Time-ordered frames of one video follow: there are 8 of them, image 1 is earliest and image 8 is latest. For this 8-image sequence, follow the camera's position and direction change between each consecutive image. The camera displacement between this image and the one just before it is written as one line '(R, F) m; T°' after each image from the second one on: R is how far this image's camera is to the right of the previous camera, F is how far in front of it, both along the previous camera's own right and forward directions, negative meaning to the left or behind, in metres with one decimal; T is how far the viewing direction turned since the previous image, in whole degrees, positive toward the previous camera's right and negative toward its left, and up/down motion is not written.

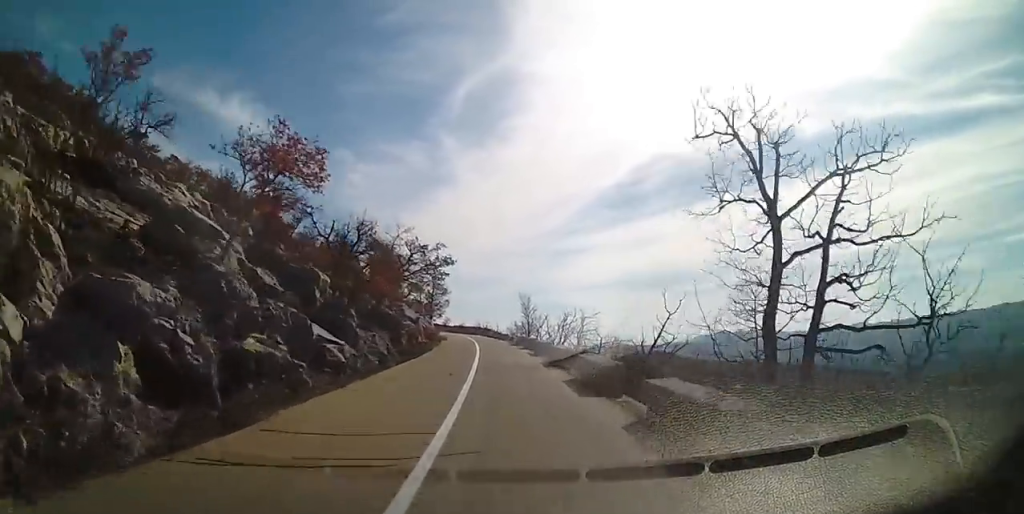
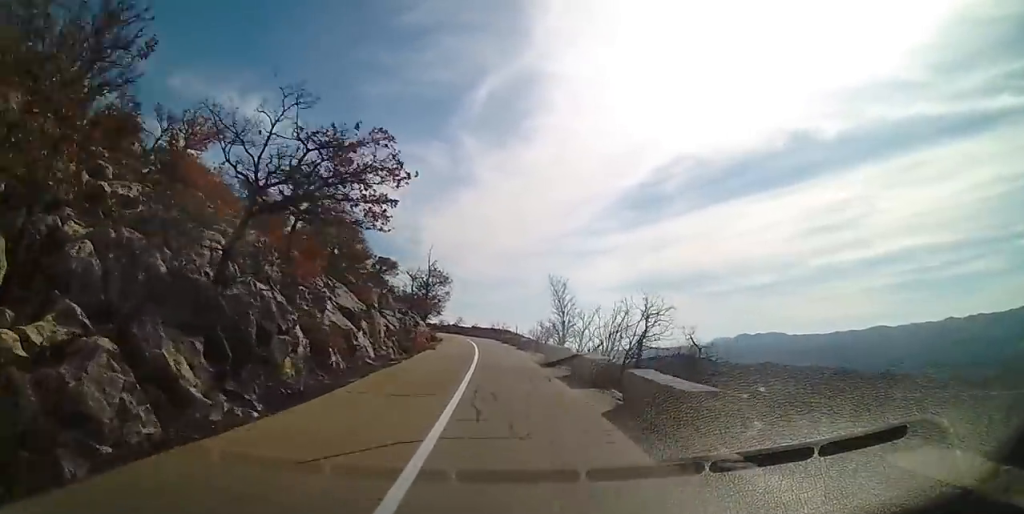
(-0.4, +17.4) m; -2°
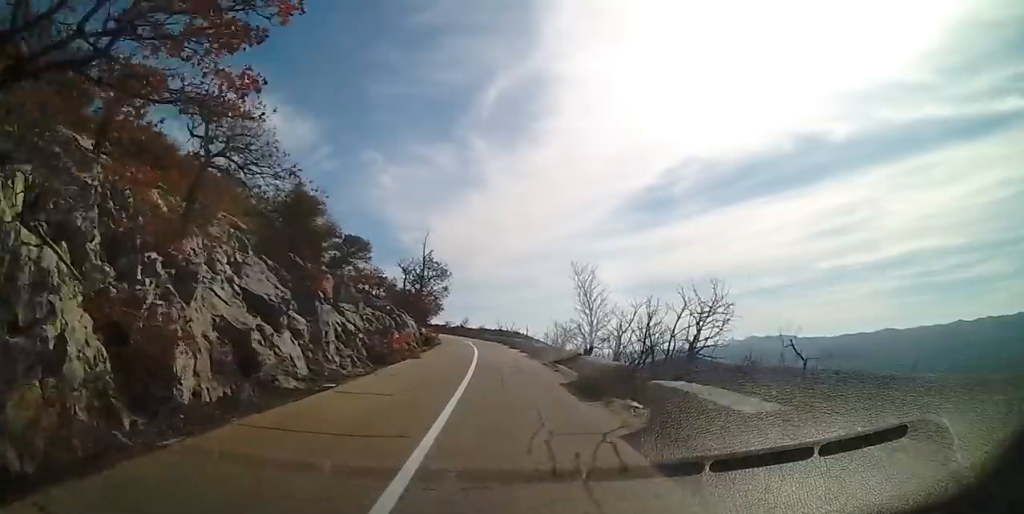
(+0.2, +7.6) m; -1°
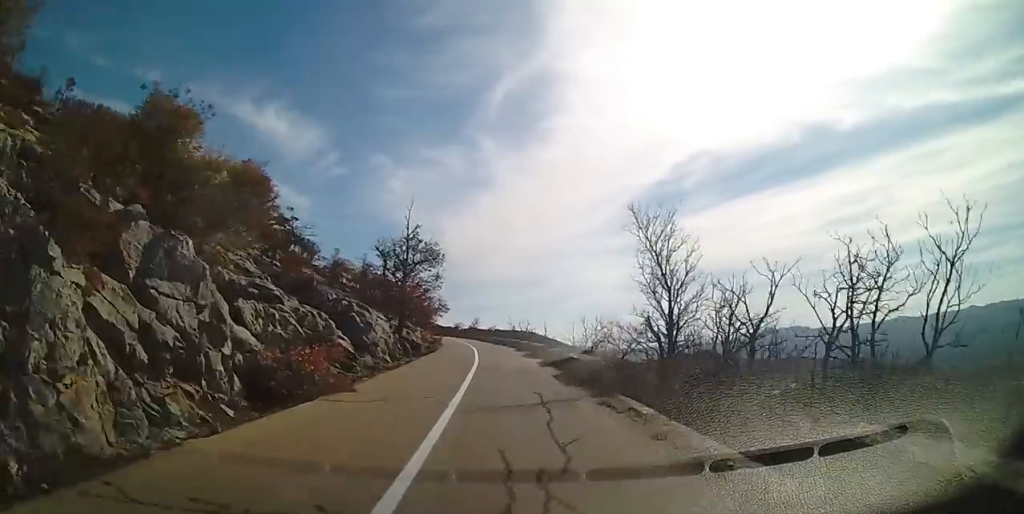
(-0.4, +10.3) m; -2°
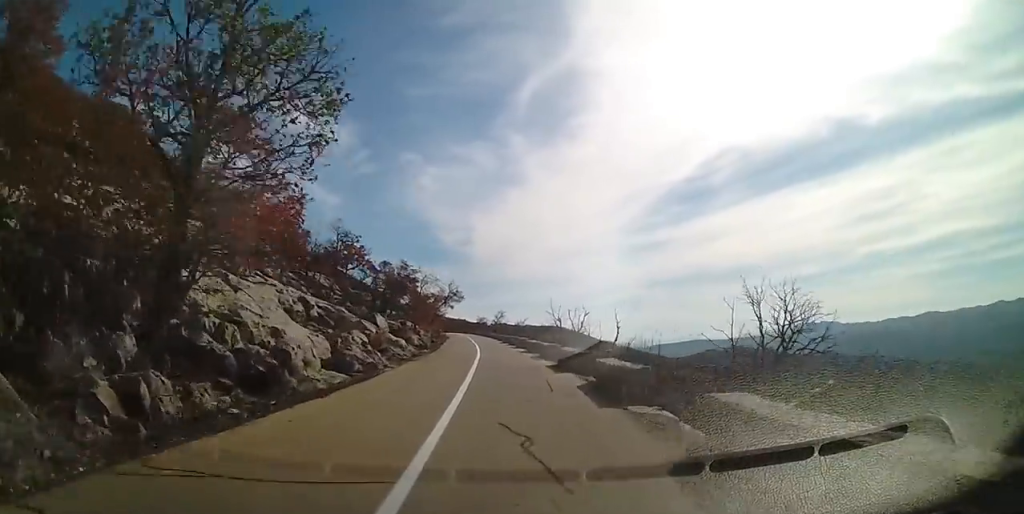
(-0.5, +22.5) m; -4°
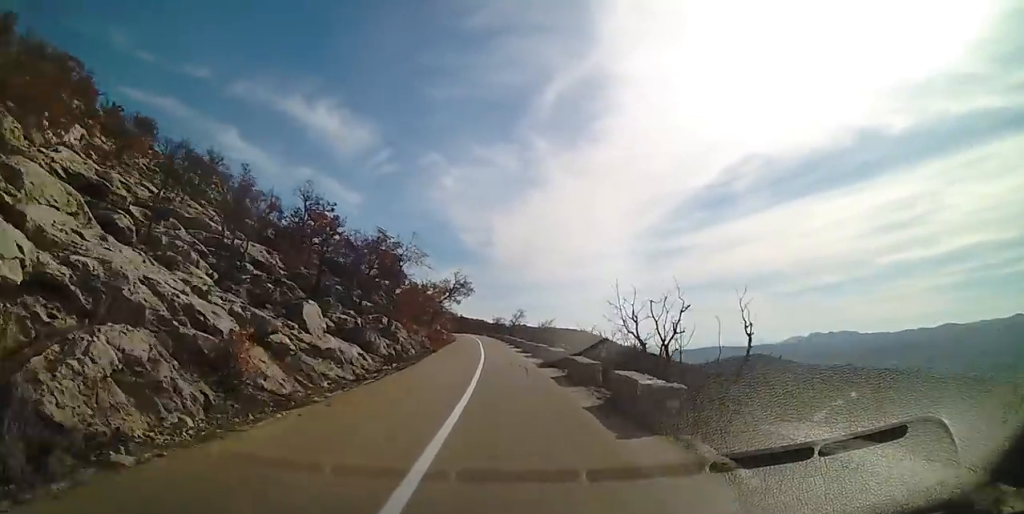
(-0.5, +13.2) m; -2°
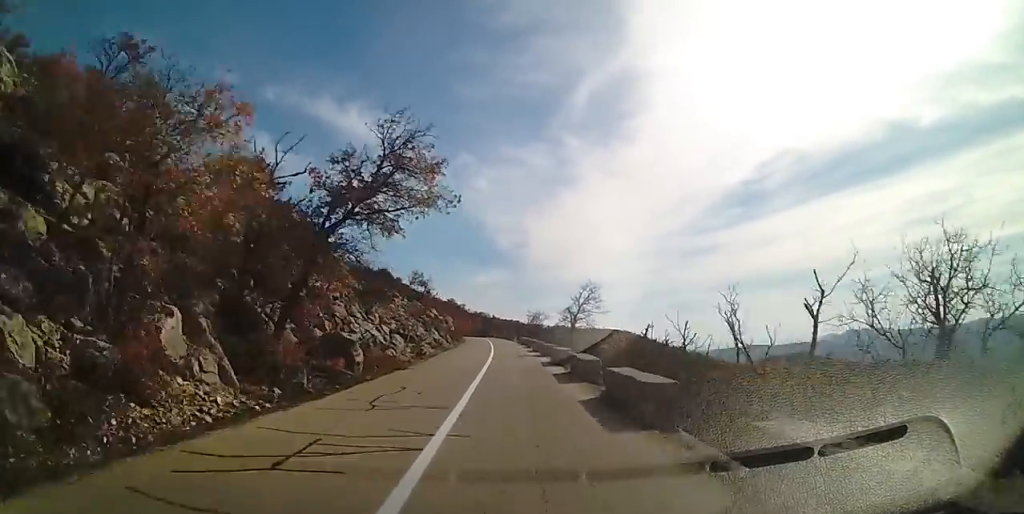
(-0.3, +35.7) m; -1°
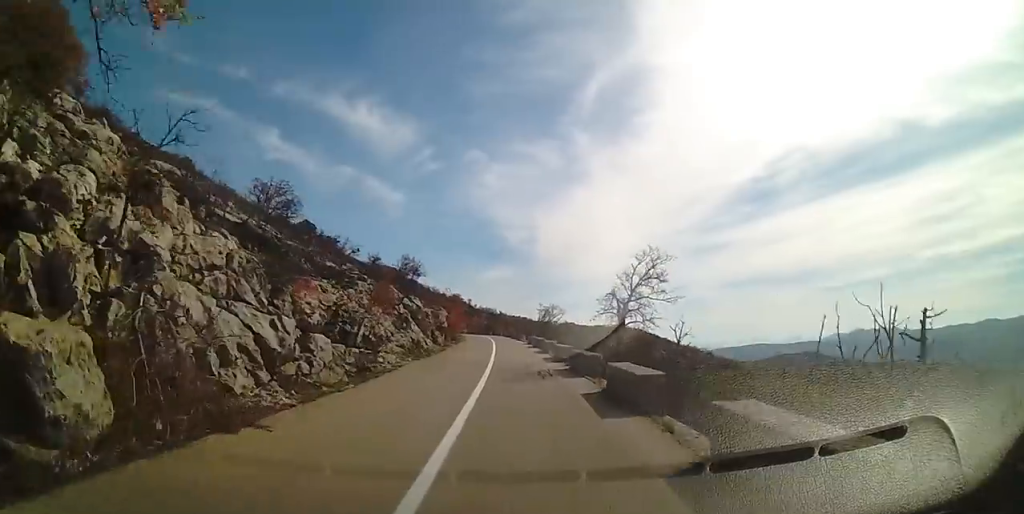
(0.0, +11.0) m; -1°
